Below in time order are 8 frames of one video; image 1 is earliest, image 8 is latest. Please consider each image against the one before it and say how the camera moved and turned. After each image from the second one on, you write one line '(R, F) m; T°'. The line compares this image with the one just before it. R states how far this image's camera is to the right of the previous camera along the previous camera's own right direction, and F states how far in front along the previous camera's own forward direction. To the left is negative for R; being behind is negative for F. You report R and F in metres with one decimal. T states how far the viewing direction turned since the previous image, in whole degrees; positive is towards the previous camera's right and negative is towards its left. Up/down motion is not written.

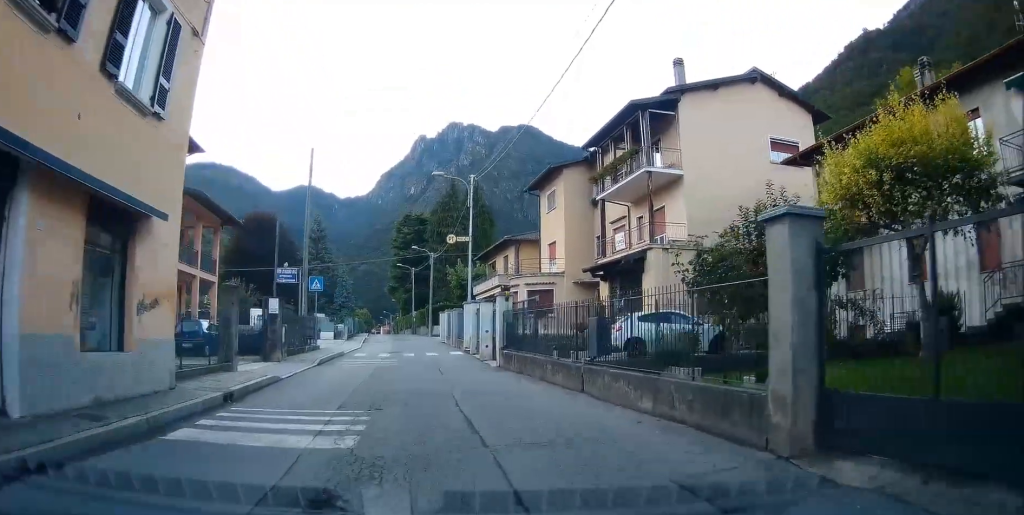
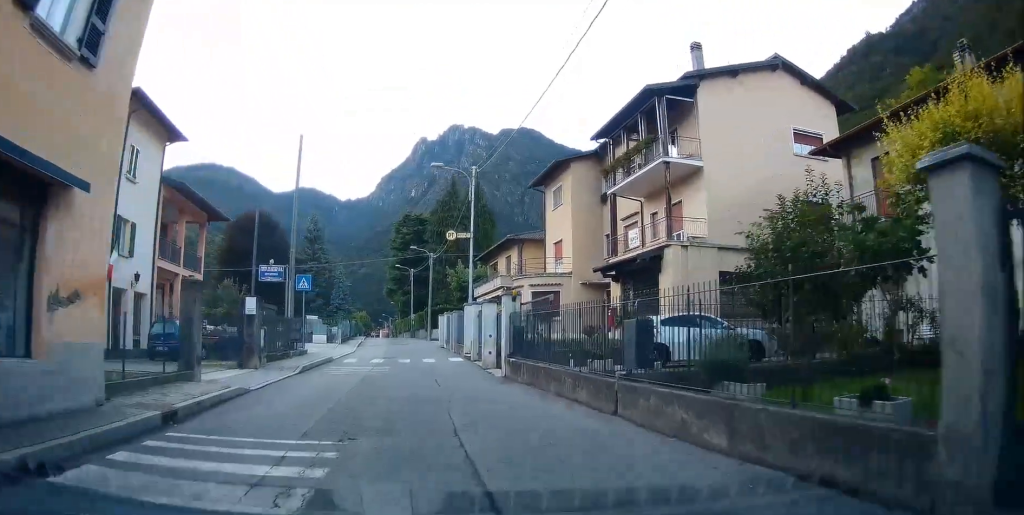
(-0.3, +2.1) m; 0°
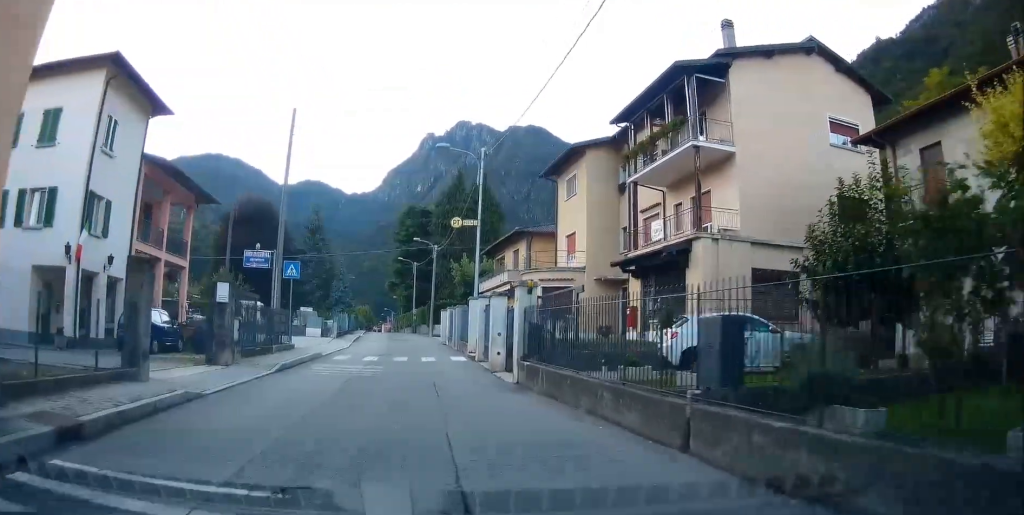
(-0.2, +2.3) m; 0°
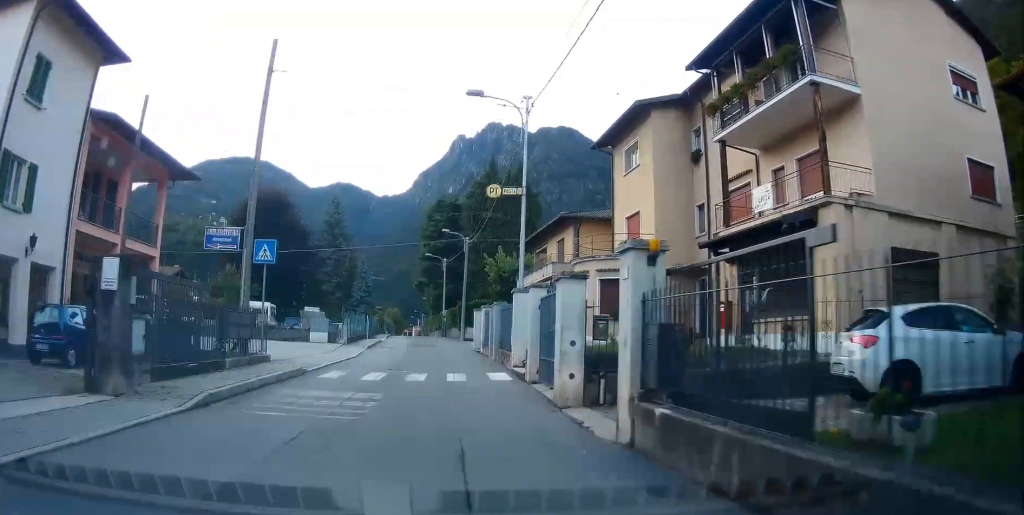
(+0.6, +6.6) m; +3°
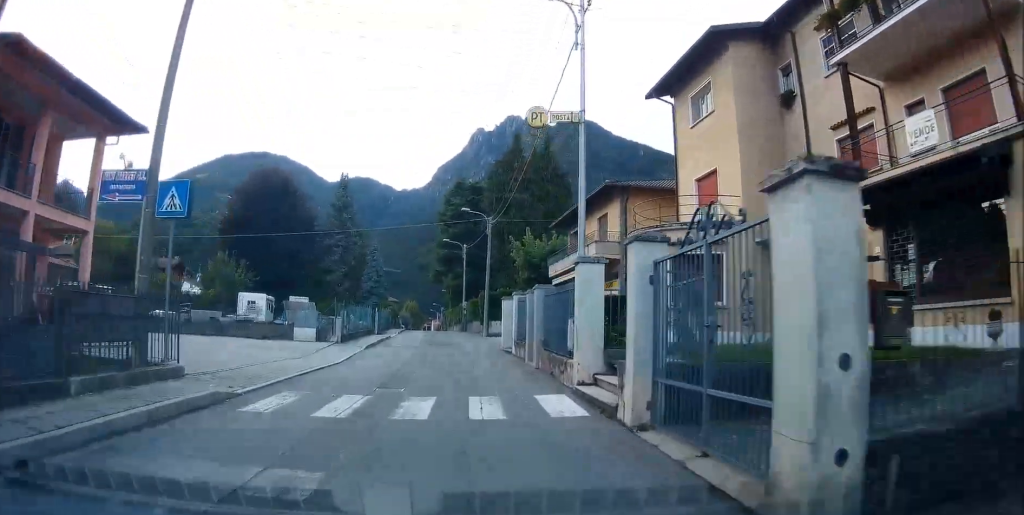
(-0.2, +7.2) m; -1°
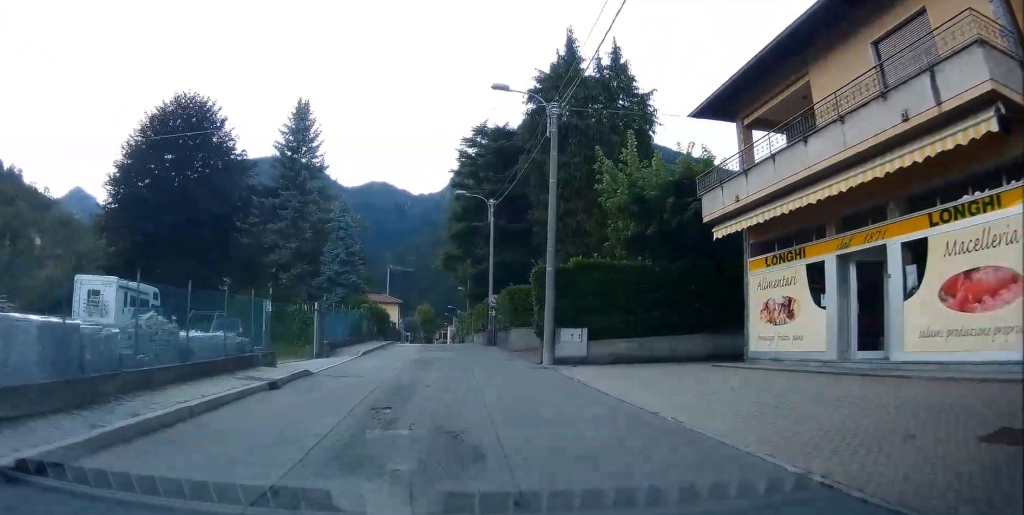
(-1.4, +27.6) m; -2°
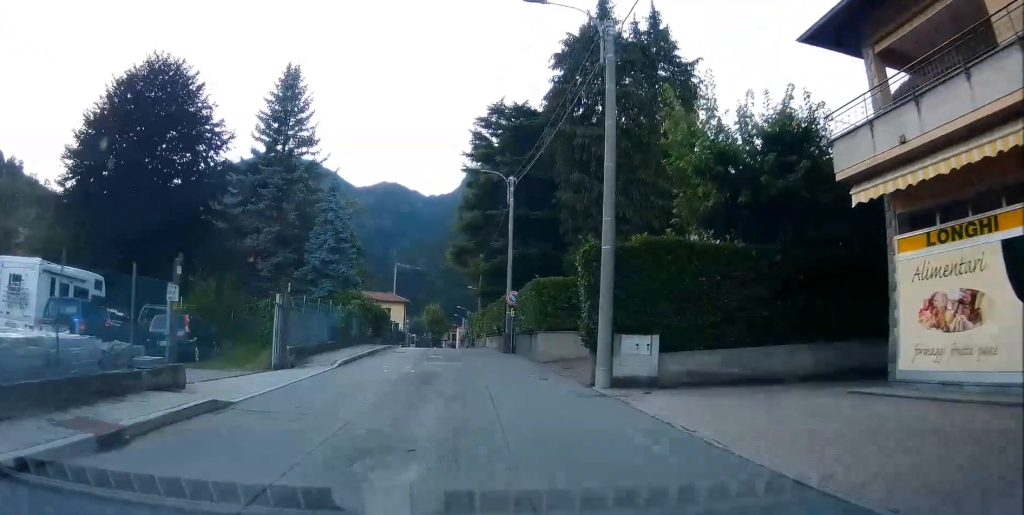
(+0.1, +6.5) m; 0°
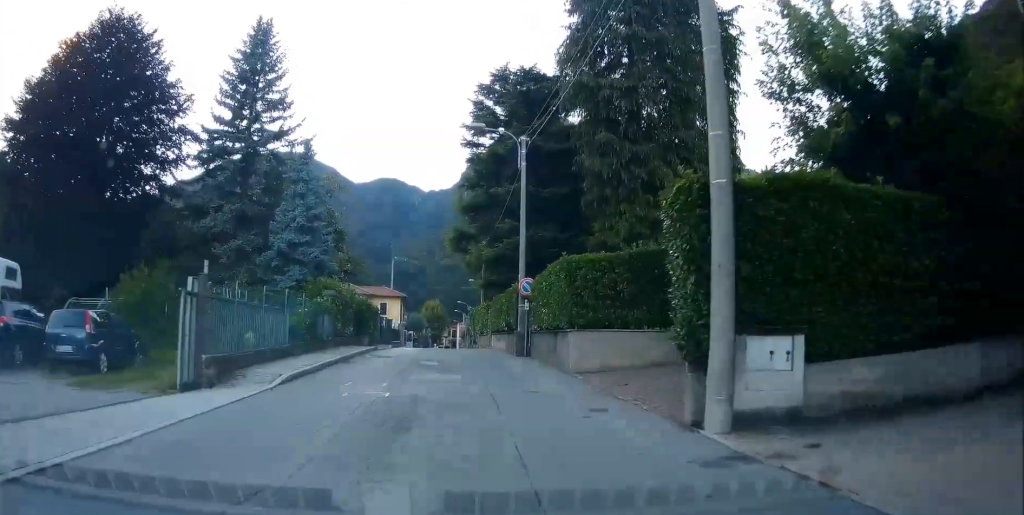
(0.0, +6.0) m; -2°
